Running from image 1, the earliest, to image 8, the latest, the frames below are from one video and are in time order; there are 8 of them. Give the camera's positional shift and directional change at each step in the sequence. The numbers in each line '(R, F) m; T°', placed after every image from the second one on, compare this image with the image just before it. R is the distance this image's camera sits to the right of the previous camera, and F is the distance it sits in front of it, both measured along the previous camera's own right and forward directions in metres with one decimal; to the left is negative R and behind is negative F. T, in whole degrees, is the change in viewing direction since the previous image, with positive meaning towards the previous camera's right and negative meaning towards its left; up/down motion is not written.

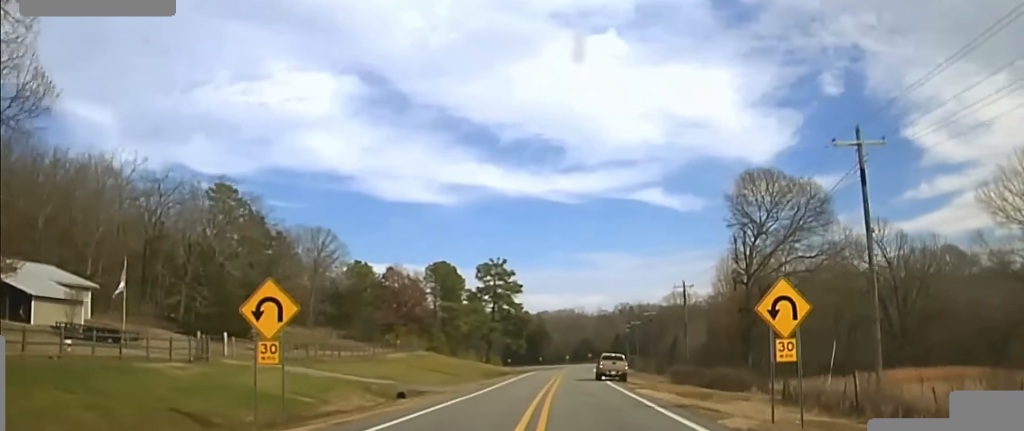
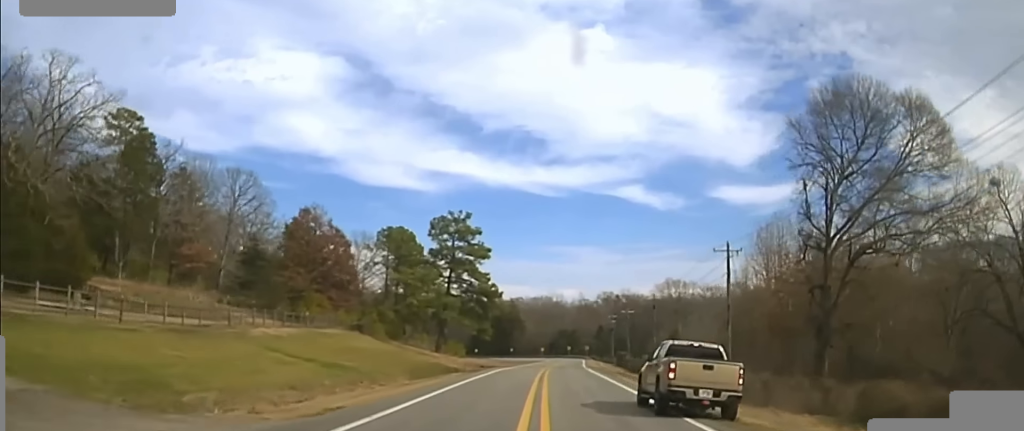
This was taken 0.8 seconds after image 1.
(+0.3, +30.2) m; +1°
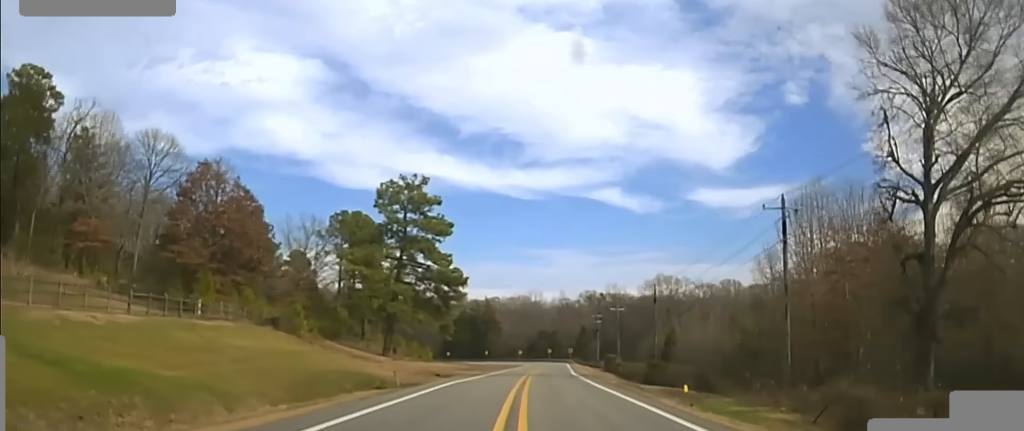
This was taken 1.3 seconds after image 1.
(+0.2, +16.7) m; +1°
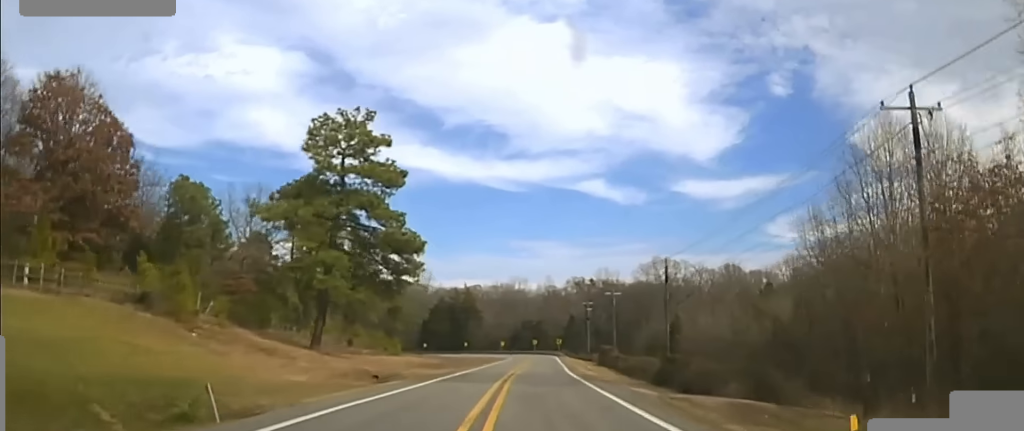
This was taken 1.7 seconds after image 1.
(+0.1, +16.7) m; +1°
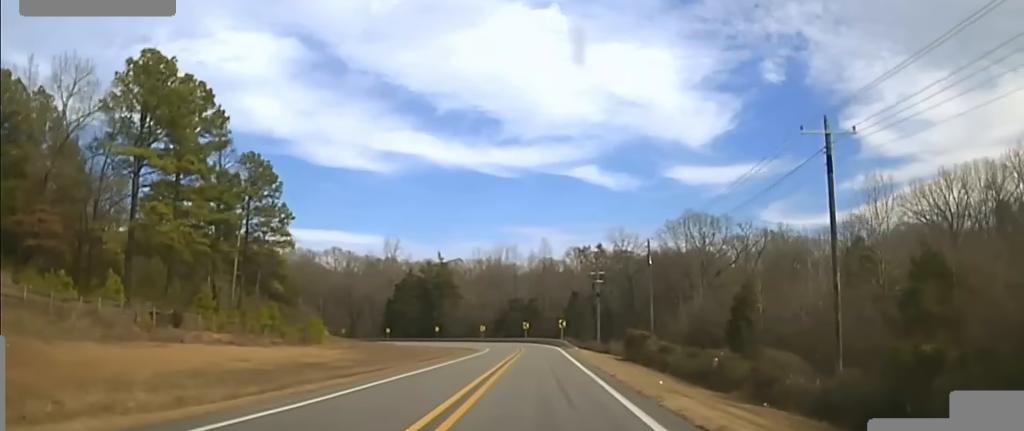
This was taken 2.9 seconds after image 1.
(+0.4, +45.2) m; 0°
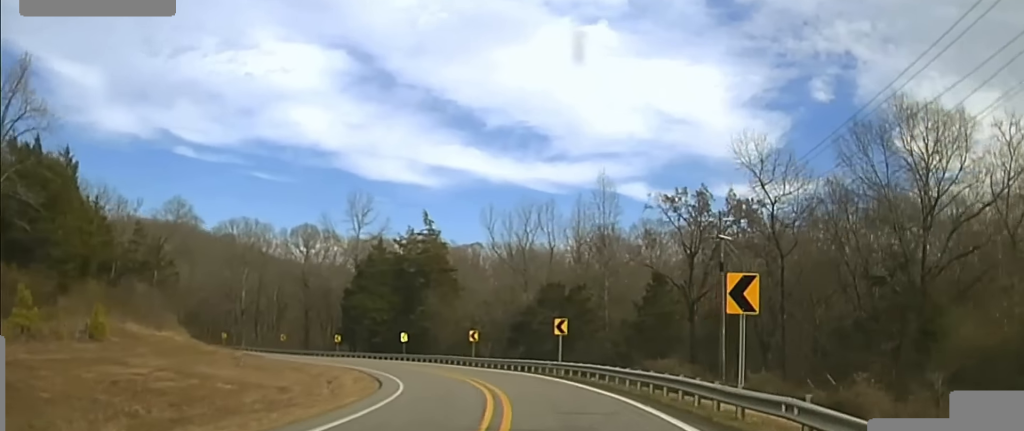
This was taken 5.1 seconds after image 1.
(-2.8, +92.0) m; -6°
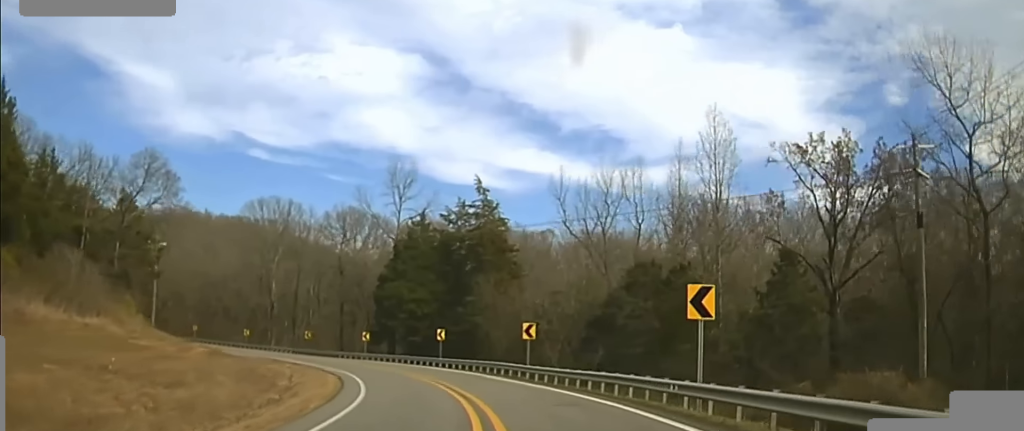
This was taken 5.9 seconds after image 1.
(-0.1, +30.7) m; -6°
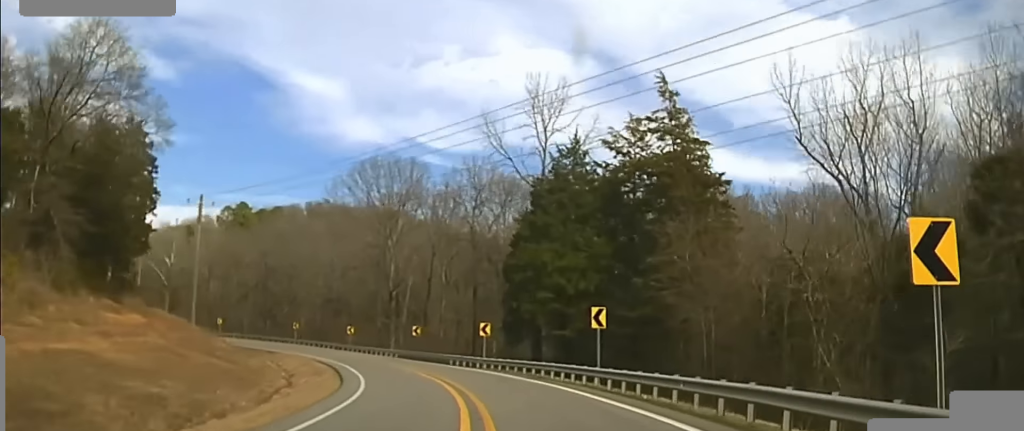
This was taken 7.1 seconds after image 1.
(-5.3, +33.3) m; -12°
